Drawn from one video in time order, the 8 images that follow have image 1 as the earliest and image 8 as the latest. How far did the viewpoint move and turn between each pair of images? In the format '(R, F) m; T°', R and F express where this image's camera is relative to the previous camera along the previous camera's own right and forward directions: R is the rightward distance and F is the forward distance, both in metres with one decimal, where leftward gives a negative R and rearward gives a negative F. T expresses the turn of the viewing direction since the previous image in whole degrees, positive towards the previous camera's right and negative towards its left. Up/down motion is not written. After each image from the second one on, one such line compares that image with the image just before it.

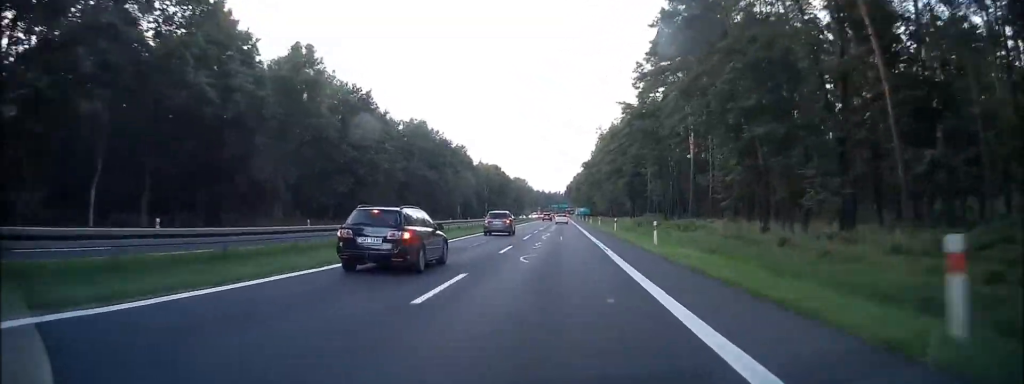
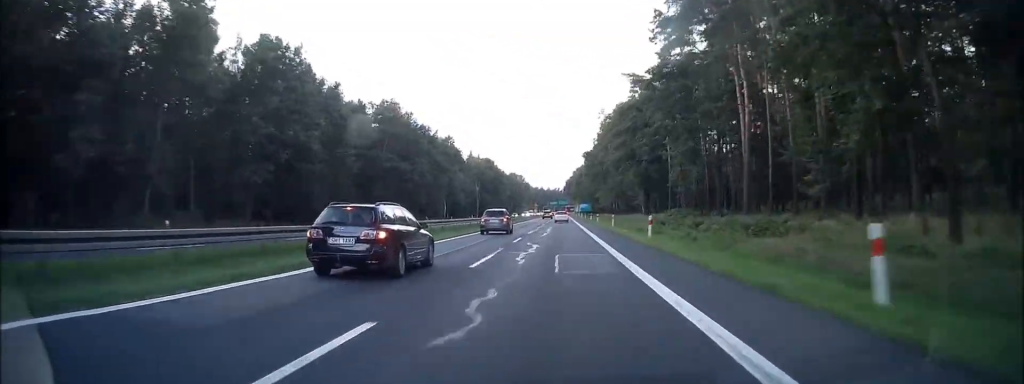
(-0.1, +17.6) m; 0°
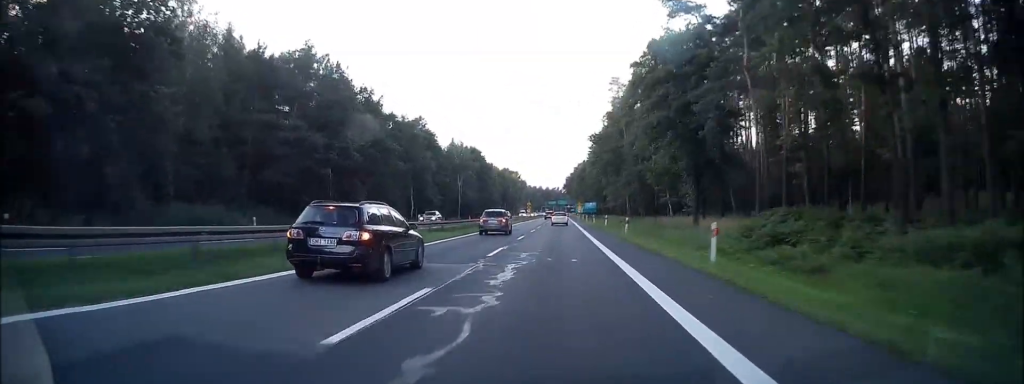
(+0.3, +31.7) m; 0°
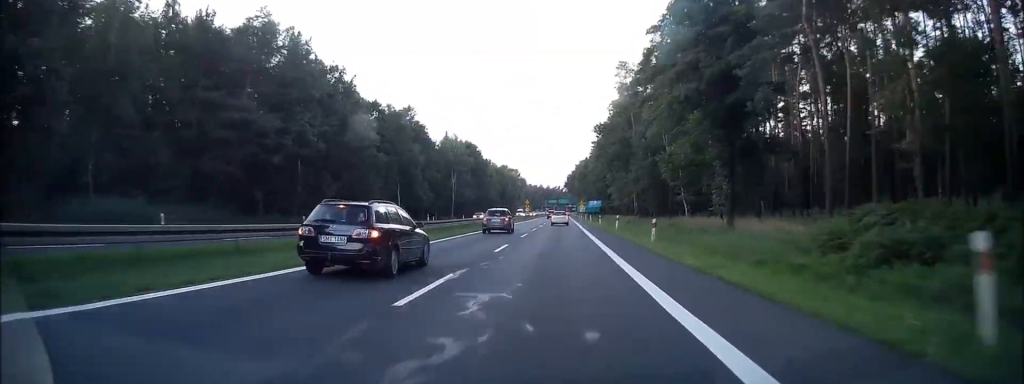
(-0.1, +10.4) m; 0°
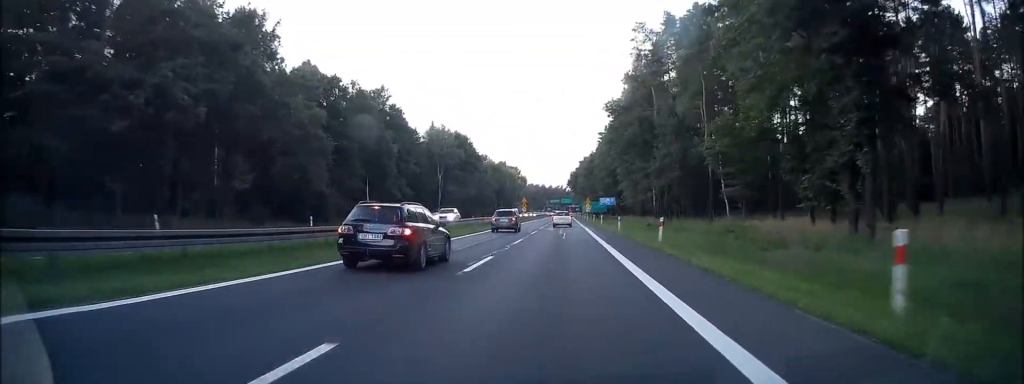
(-0.1, +19.6) m; 0°
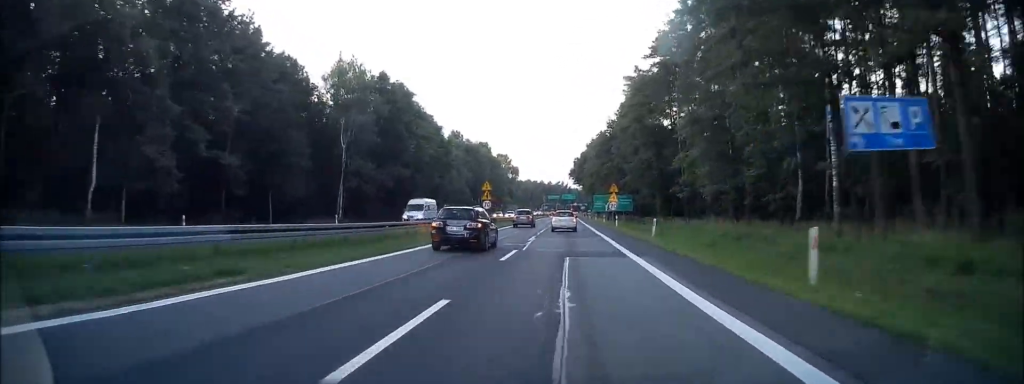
(-0.1, +56.3) m; 0°
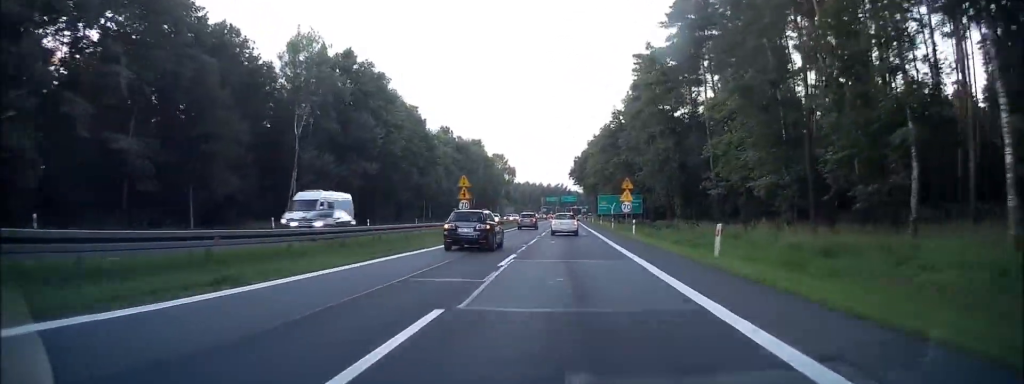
(0.0, +12.4) m; 0°
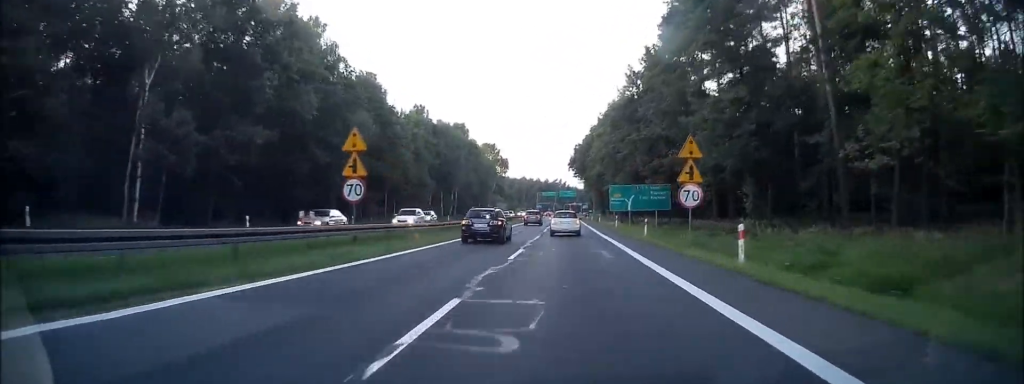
(+0.1, +22.6) m; 0°
